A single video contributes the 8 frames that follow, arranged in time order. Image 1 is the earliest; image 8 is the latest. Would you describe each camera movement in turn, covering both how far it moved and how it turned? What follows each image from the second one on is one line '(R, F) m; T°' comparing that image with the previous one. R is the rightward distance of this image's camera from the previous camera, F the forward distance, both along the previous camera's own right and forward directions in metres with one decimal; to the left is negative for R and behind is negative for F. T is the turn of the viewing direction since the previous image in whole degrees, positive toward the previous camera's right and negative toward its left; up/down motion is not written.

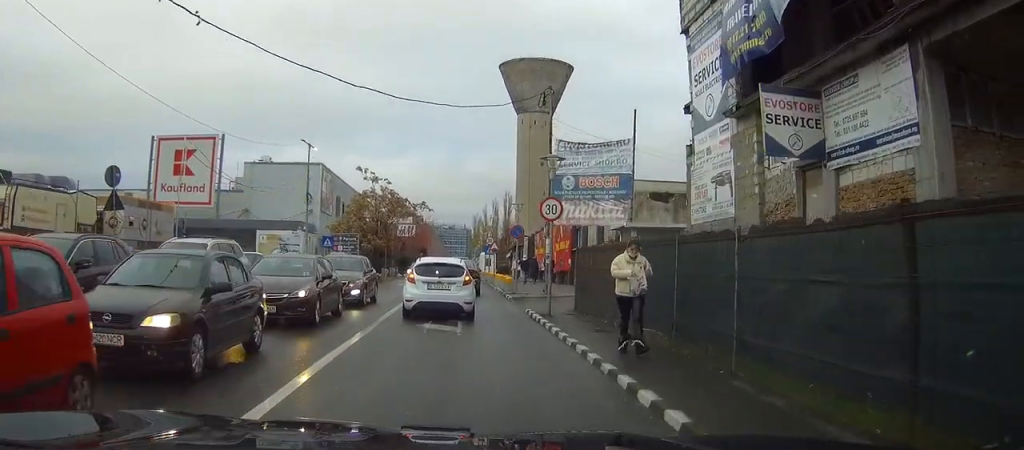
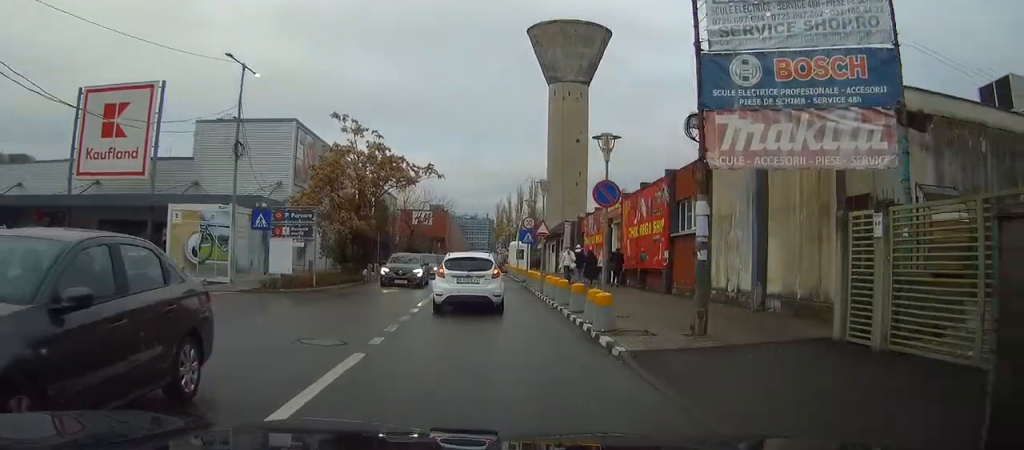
(+1.1, +15.5) m; +7°
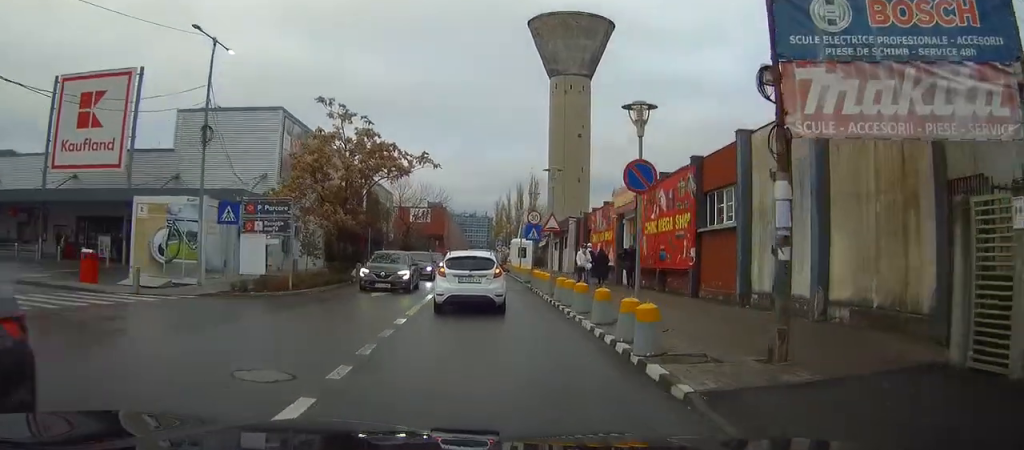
(0.0, +3.0) m; +1°
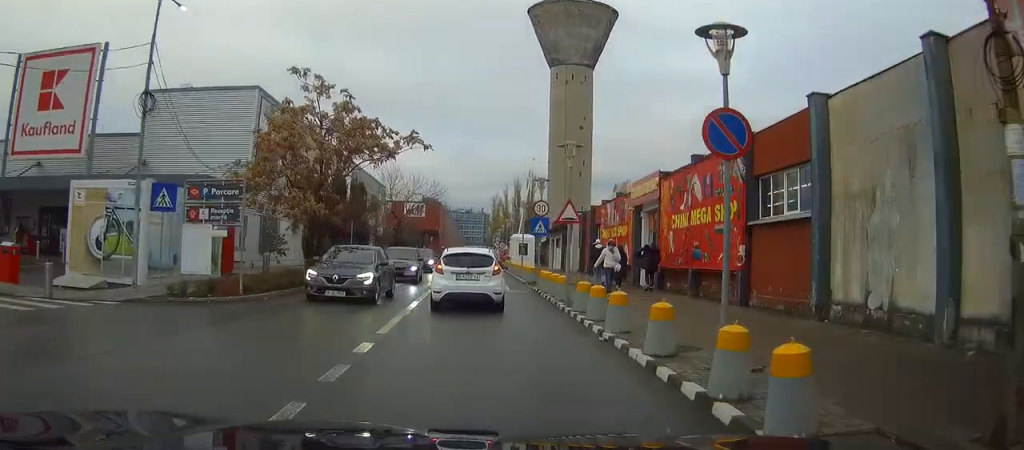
(+0.3, +4.4) m; +2°
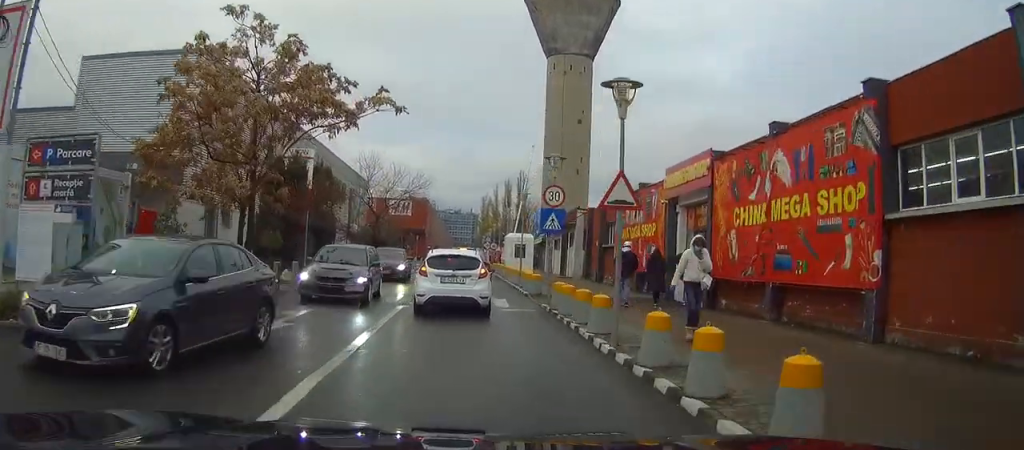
(+0.1, +7.1) m; 0°
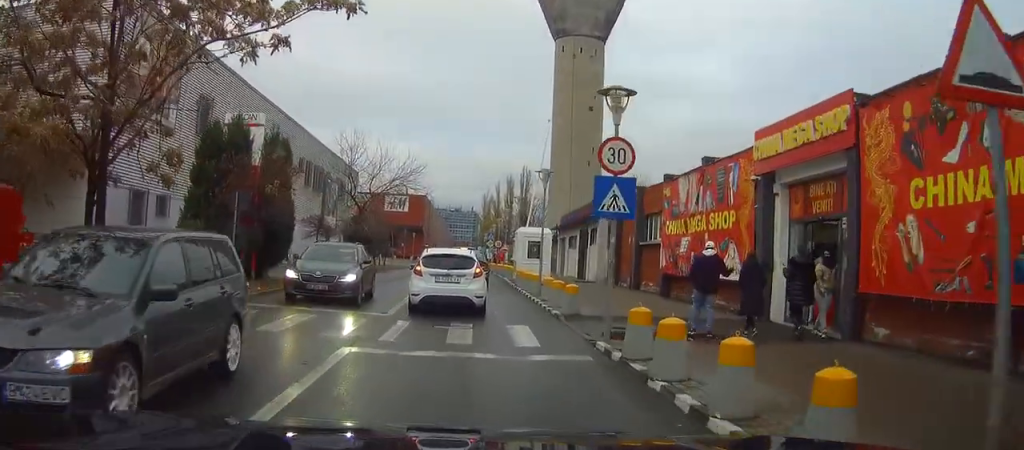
(-0.1, +8.3) m; 0°
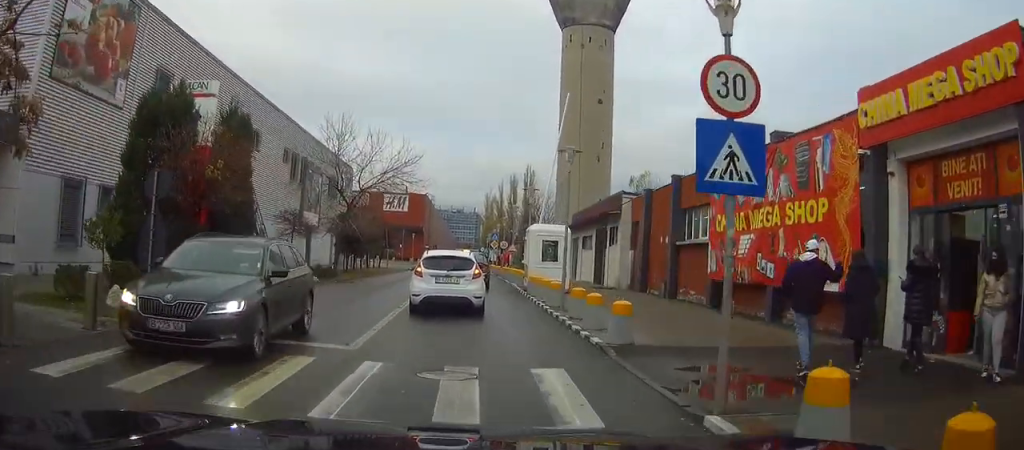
(+0.1, +5.1) m; +2°
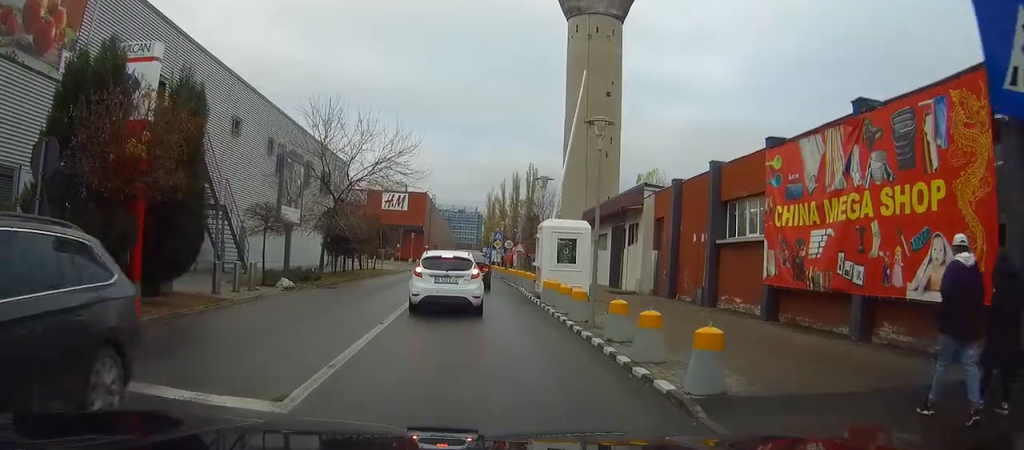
(0.0, +3.9) m; +1°
